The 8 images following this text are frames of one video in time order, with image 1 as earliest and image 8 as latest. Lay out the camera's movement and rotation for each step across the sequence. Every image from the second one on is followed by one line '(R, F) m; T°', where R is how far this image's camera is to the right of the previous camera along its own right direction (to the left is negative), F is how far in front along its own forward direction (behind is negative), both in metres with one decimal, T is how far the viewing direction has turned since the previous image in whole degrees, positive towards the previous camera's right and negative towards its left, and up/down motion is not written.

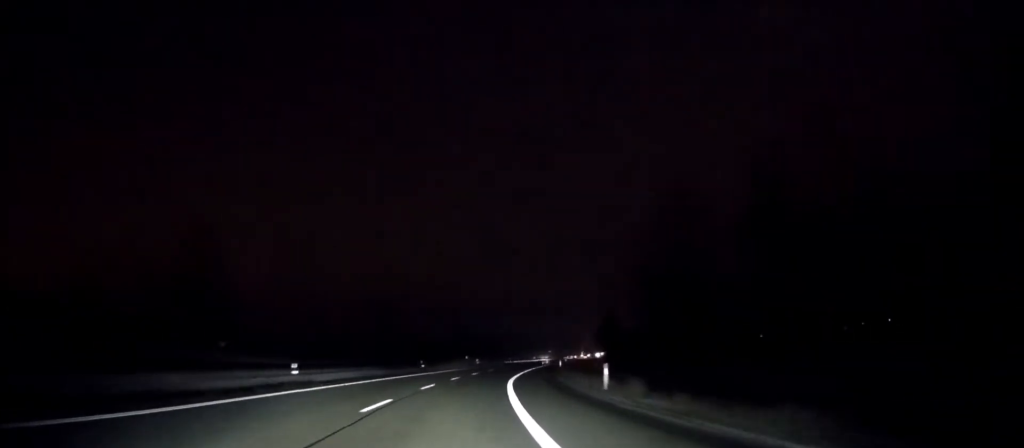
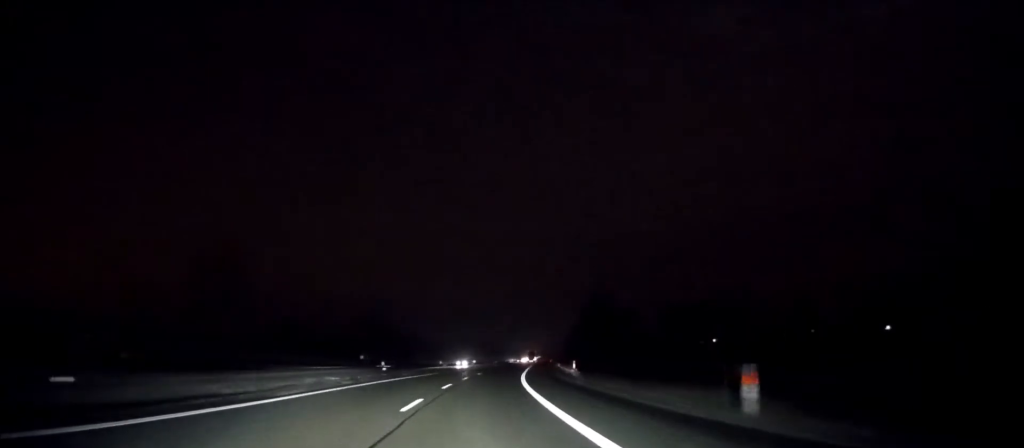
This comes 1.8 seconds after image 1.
(+2.5, +47.5) m; +6°
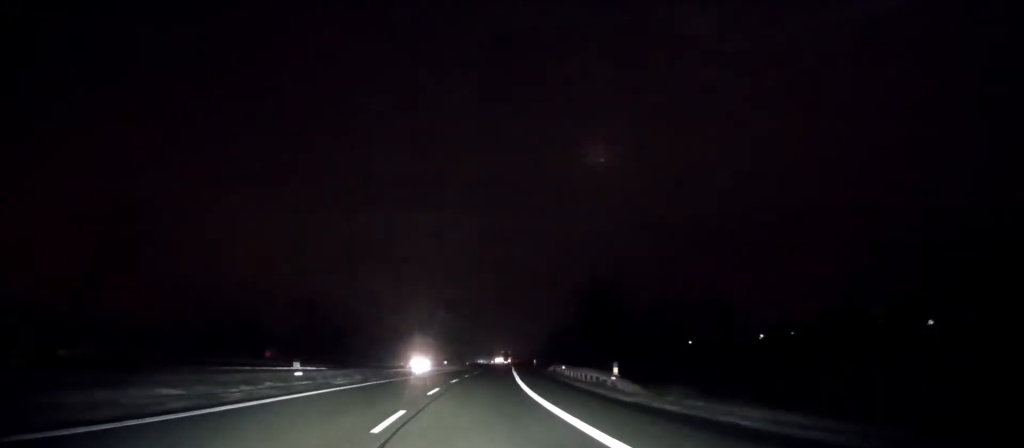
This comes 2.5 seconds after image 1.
(+0.4, +16.7) m; +2°
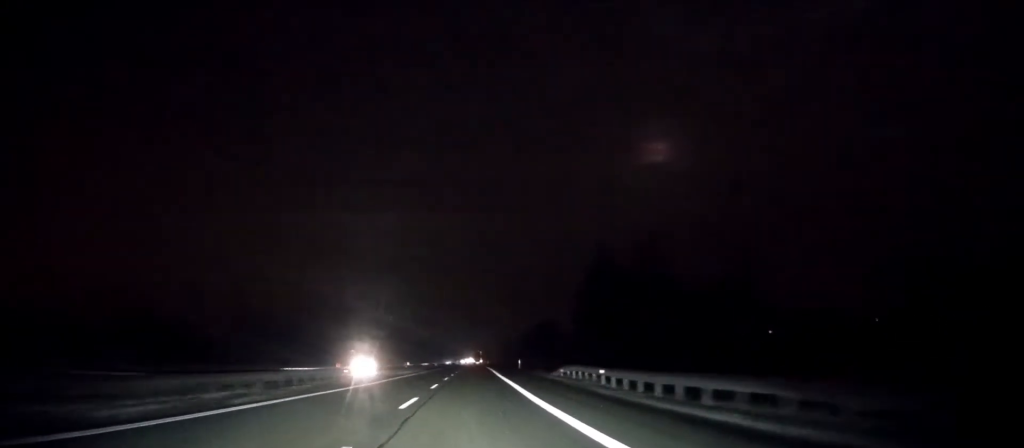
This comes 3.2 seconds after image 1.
(+0.4, +18.6) m; +3°
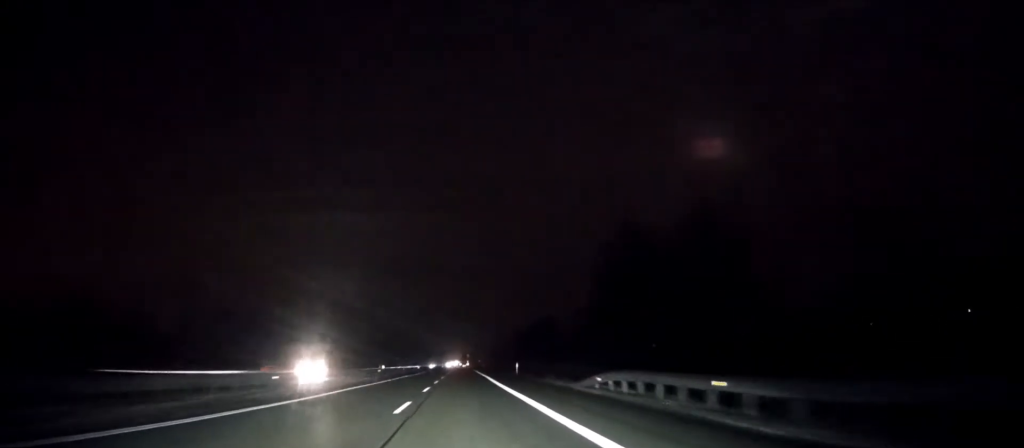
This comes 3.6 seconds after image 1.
(+0.1, +12.5) m; +2°
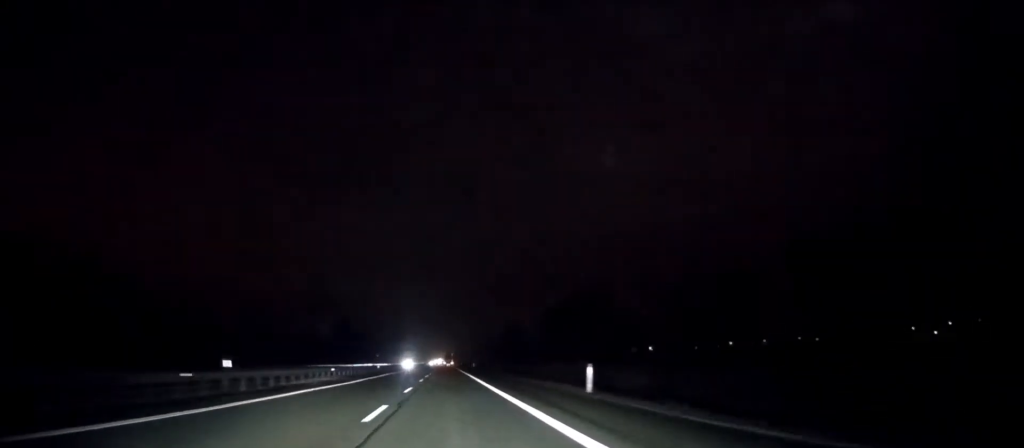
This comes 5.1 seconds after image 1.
(+1.6, +38.8) m; +3°
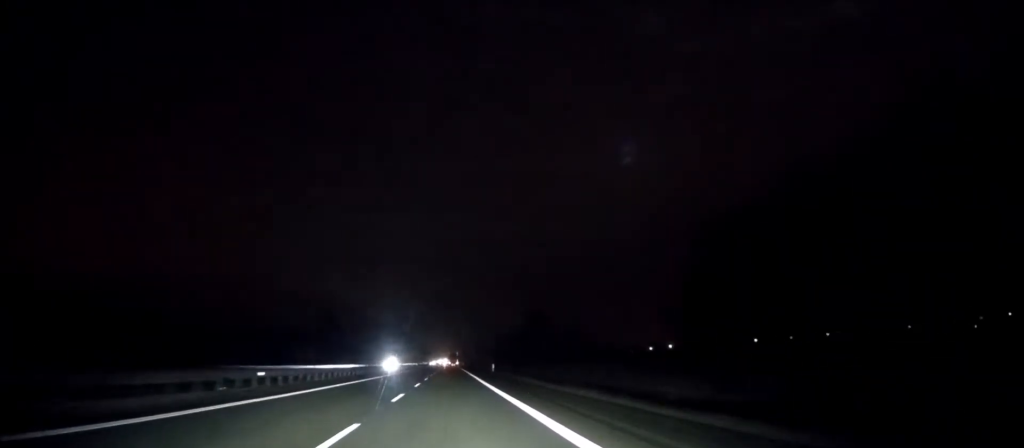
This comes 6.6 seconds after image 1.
(+0.3, +43.3) m; 0°
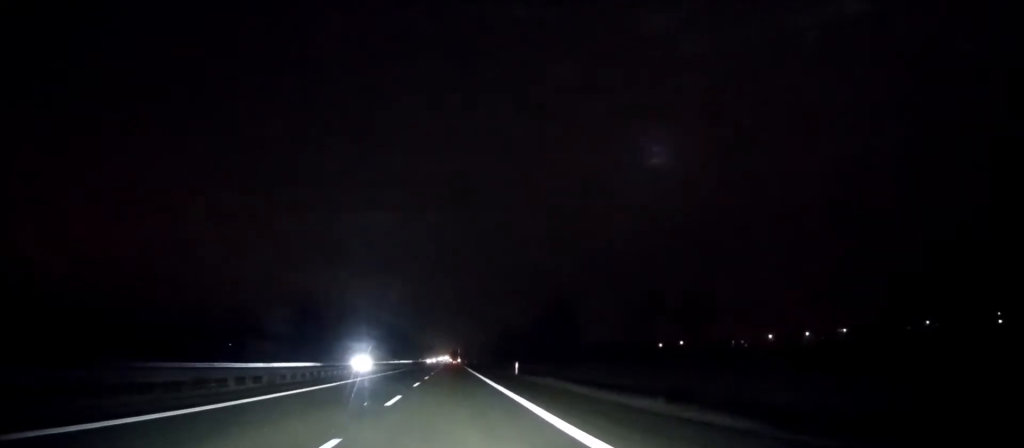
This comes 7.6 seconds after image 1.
(0.0, +26.2) m; 0°
